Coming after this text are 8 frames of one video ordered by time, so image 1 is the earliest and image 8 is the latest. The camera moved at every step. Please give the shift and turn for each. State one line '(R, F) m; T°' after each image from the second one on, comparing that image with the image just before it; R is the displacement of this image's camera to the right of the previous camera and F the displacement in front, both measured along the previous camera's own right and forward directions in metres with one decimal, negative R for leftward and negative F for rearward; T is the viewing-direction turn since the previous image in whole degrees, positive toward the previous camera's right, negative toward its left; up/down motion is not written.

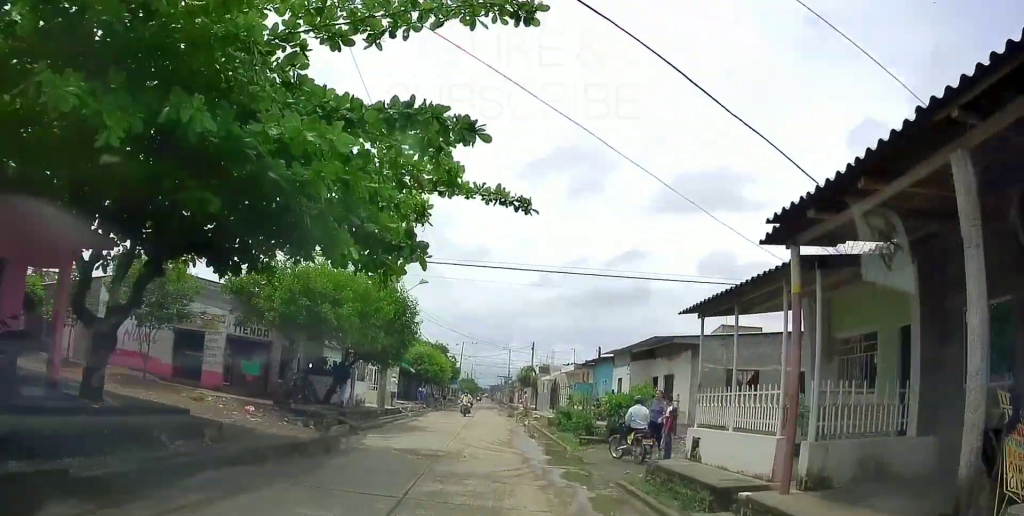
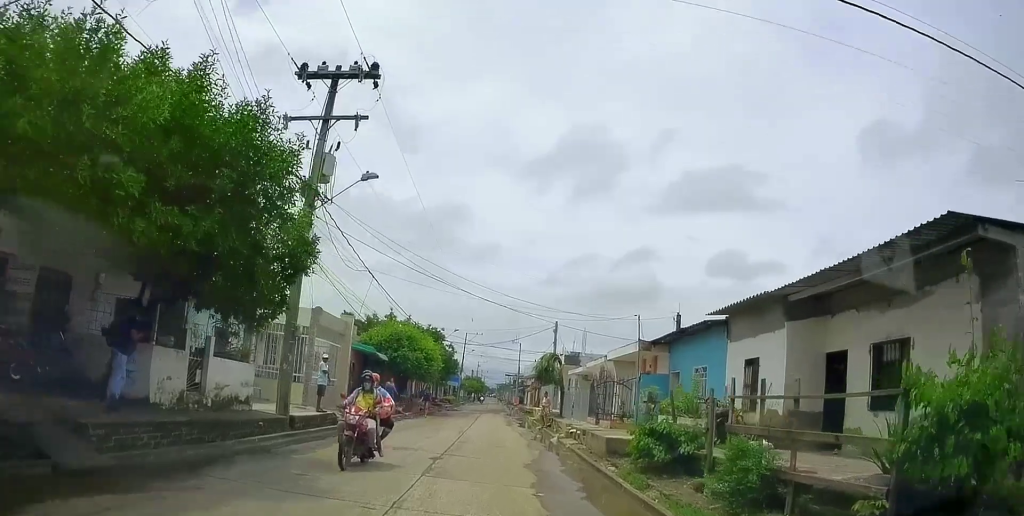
(-0.6, +13.1) m; -3°
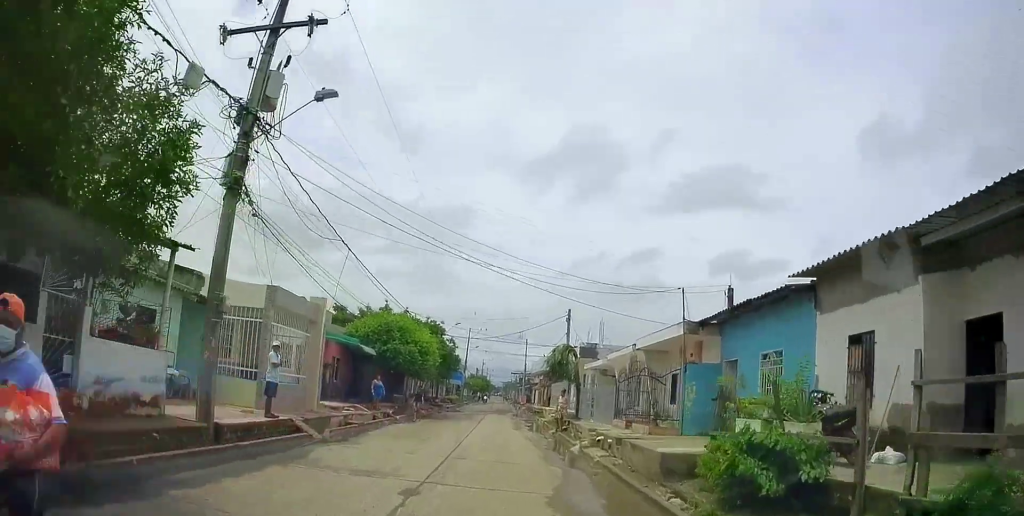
(0.0, +4.4) m; -1°
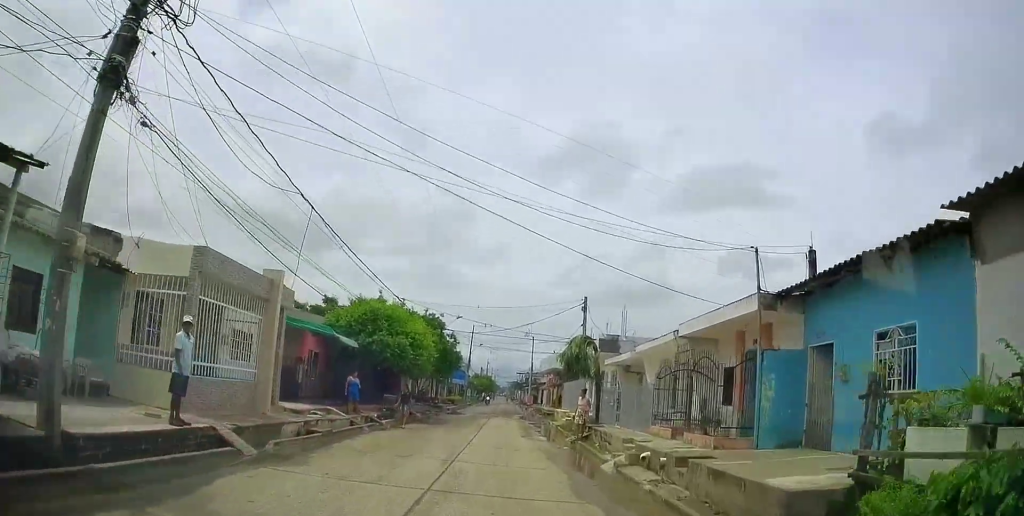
(+0.1, +4.5) m; -2°
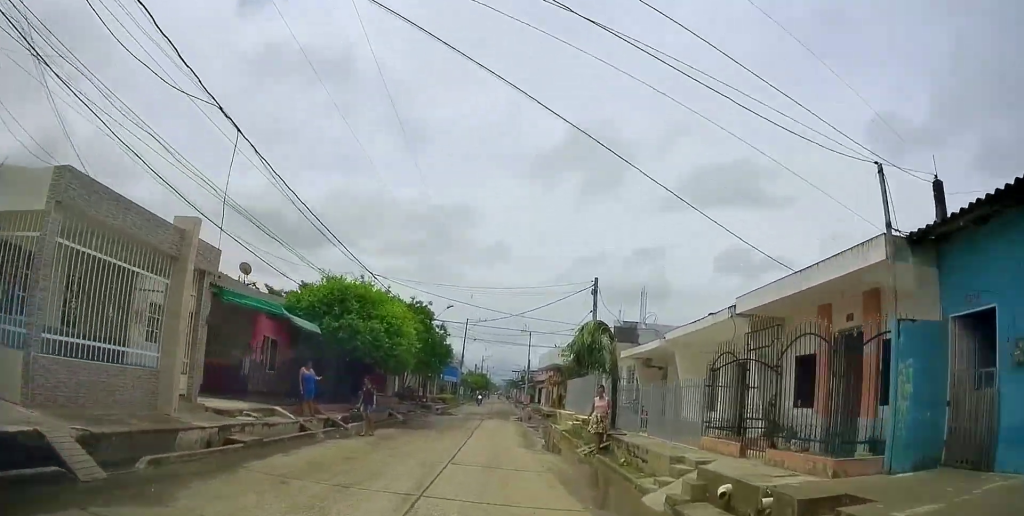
(-0.2, +4.5) m; 0°
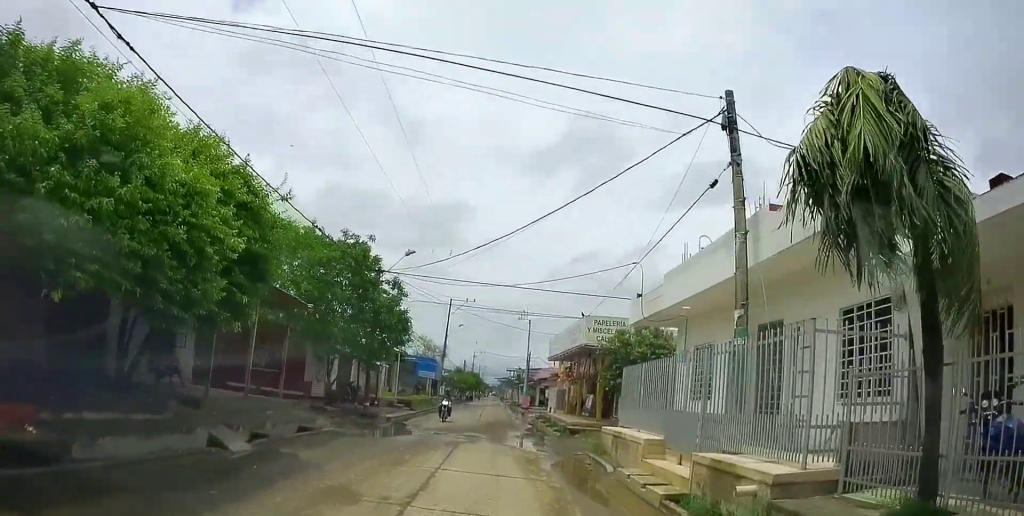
(0.0, +15.7) m; 0°
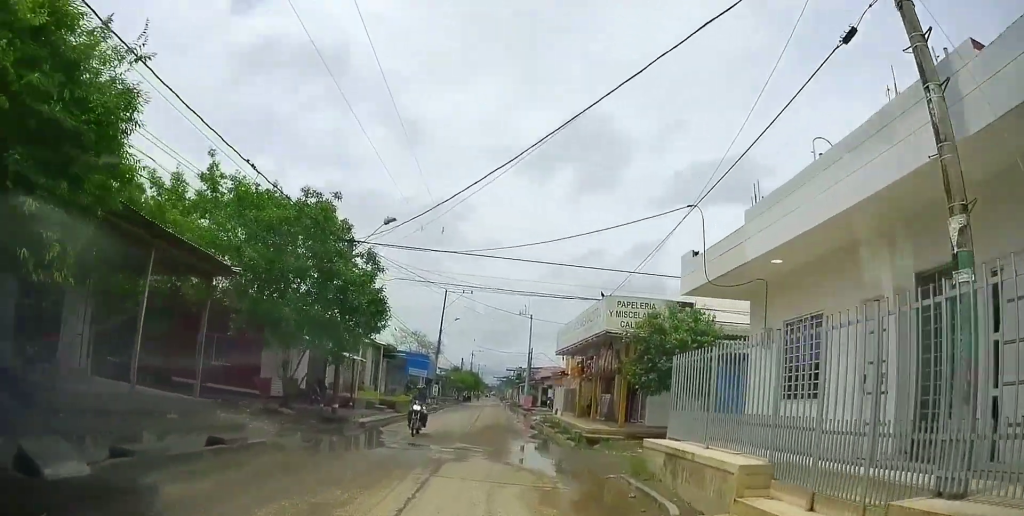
(0.0, +4.7) m; 0°
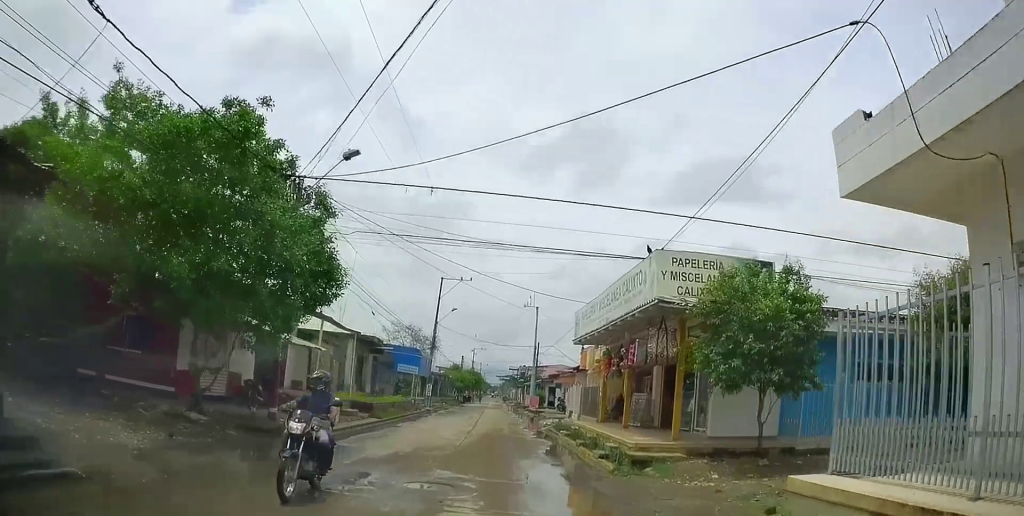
(+0.3, +6.0) m; 0°
